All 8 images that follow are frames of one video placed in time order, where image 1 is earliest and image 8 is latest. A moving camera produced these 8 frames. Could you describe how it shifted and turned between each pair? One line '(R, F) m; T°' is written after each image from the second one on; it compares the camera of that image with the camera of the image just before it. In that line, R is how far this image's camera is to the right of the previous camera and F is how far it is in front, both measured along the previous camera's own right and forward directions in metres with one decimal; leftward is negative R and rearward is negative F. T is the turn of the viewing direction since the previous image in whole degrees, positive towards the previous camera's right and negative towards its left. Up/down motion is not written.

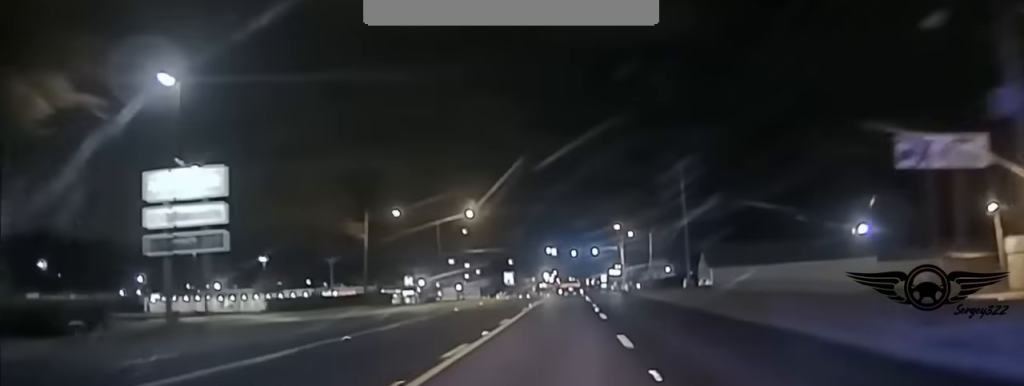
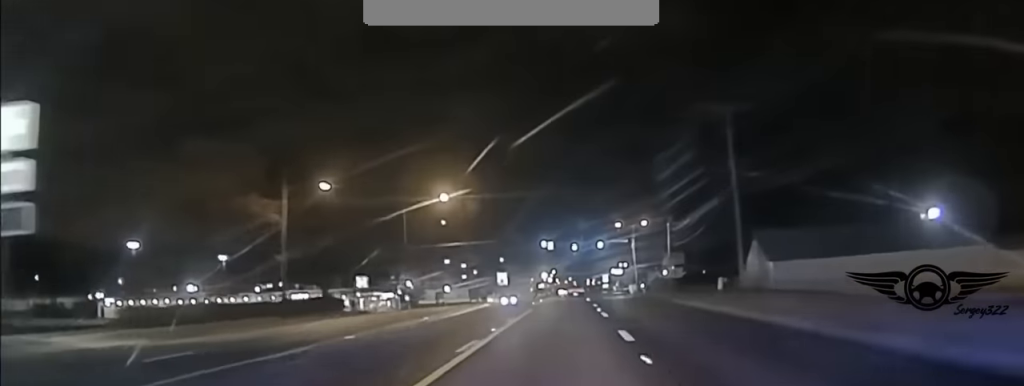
(+0.1, +20.4) m; 0°
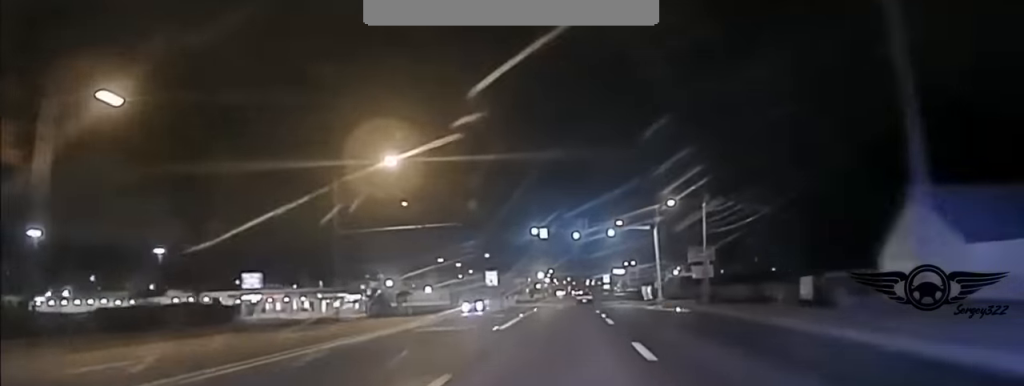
(0.0, +24.1) m; 0°
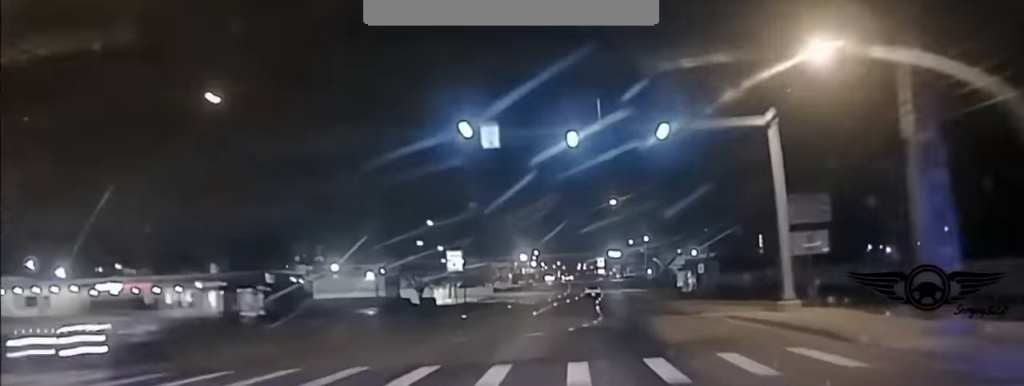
(+0.1, +47.4) m; +1°
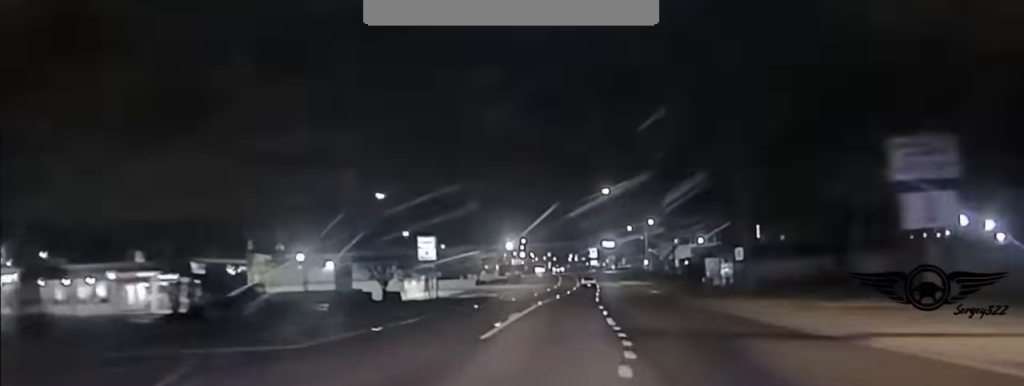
(+0.3, +19.6) m; 0°
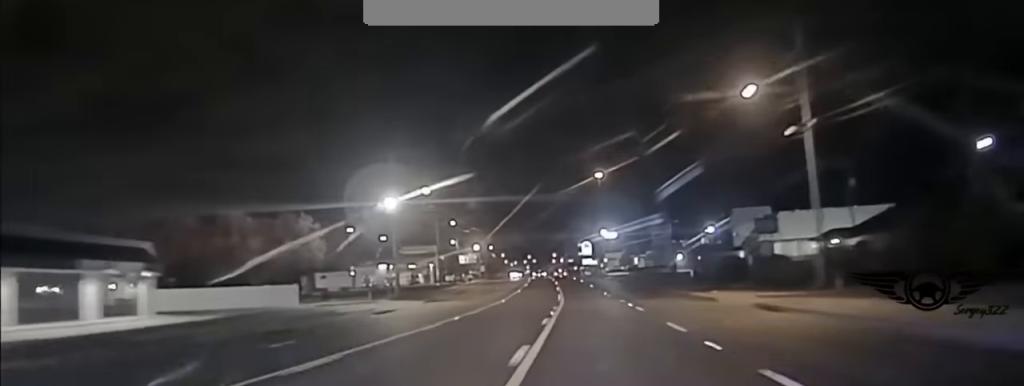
(-0.4, +128.1) m; -1°
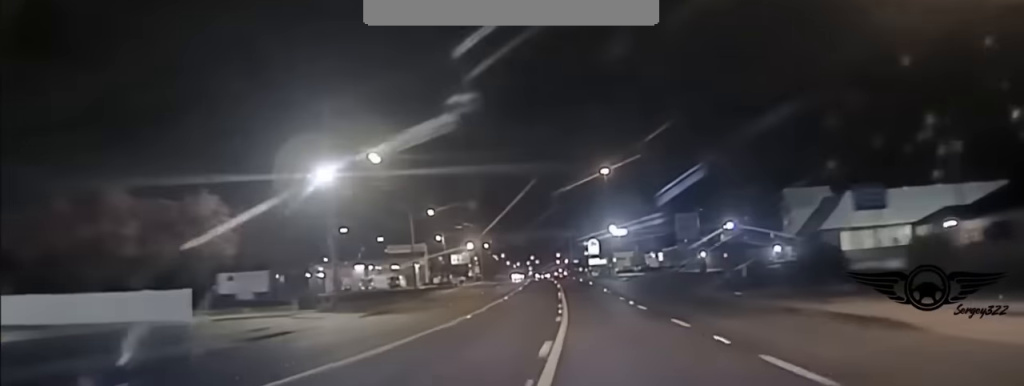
(0.0, +22.9) m; 0°
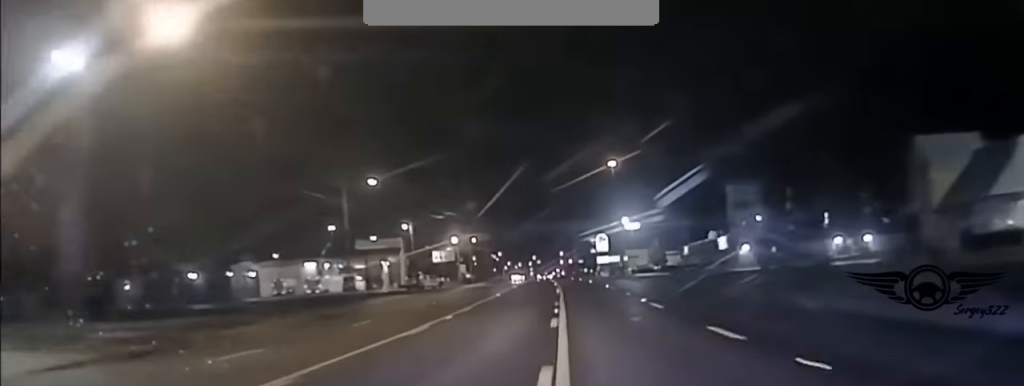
(0.0, +29.6) m; 0°
